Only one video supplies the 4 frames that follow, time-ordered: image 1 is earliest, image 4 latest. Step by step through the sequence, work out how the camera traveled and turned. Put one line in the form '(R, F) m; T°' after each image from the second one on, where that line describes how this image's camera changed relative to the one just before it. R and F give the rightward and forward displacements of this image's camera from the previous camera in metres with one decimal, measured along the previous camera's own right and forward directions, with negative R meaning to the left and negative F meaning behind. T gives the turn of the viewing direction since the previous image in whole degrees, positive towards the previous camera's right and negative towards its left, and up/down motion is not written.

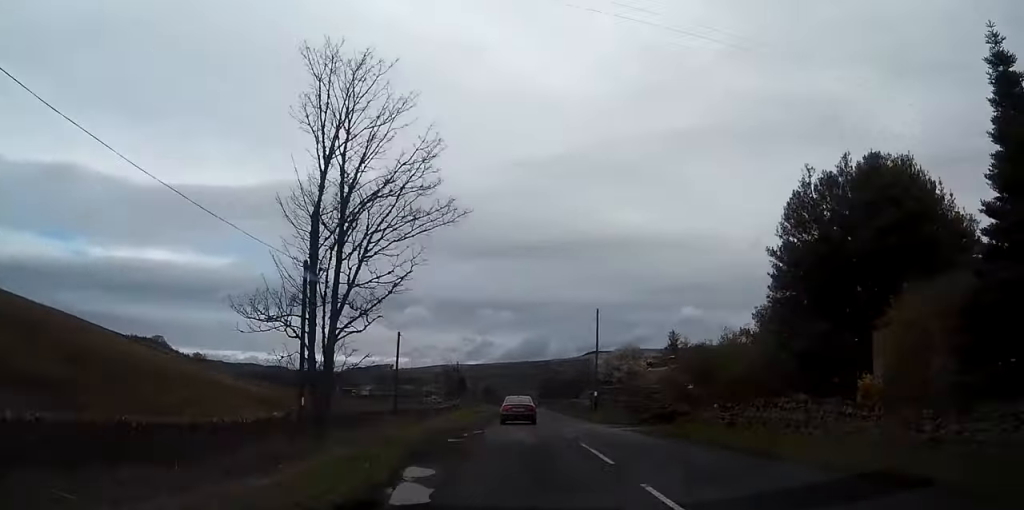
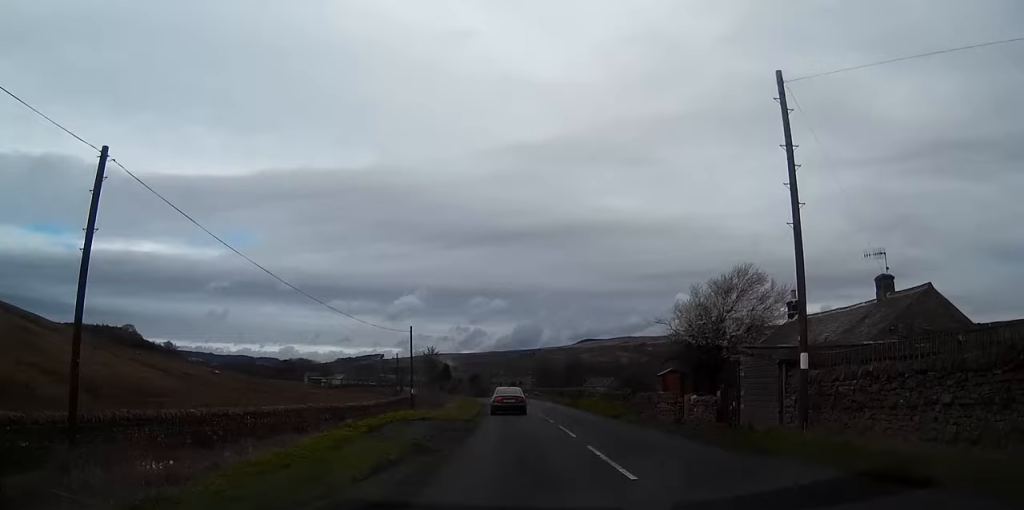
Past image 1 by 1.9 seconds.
(+0.7, +38.7) m; +1°
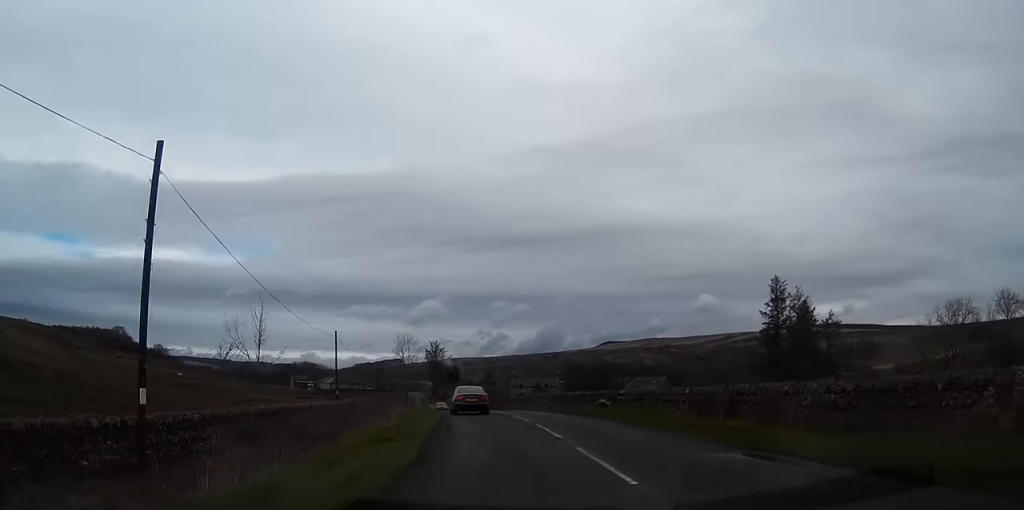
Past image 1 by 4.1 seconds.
(-0.5, +45.4) m; -2°
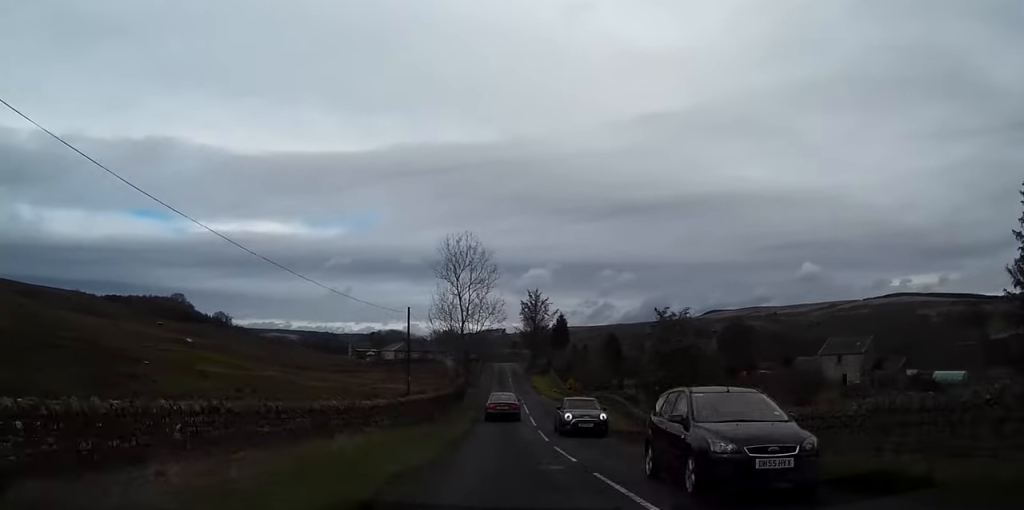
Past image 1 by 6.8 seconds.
(-4.0, +56.5) m; -7°
